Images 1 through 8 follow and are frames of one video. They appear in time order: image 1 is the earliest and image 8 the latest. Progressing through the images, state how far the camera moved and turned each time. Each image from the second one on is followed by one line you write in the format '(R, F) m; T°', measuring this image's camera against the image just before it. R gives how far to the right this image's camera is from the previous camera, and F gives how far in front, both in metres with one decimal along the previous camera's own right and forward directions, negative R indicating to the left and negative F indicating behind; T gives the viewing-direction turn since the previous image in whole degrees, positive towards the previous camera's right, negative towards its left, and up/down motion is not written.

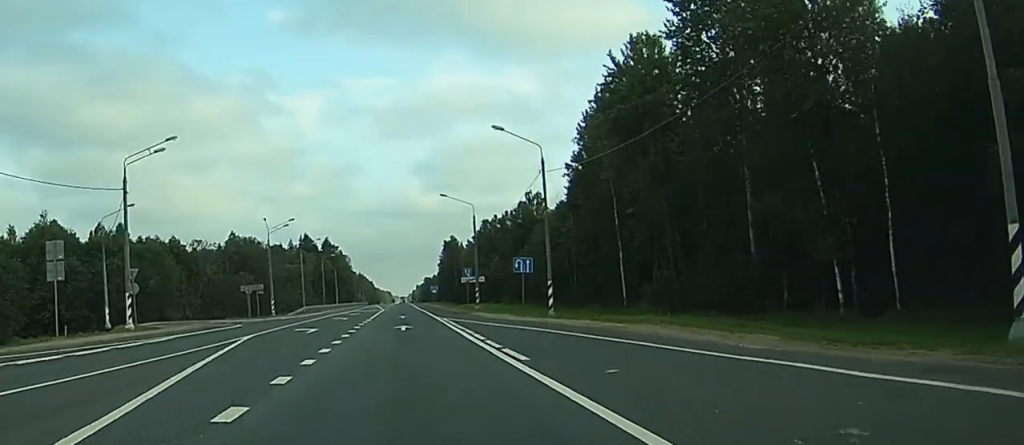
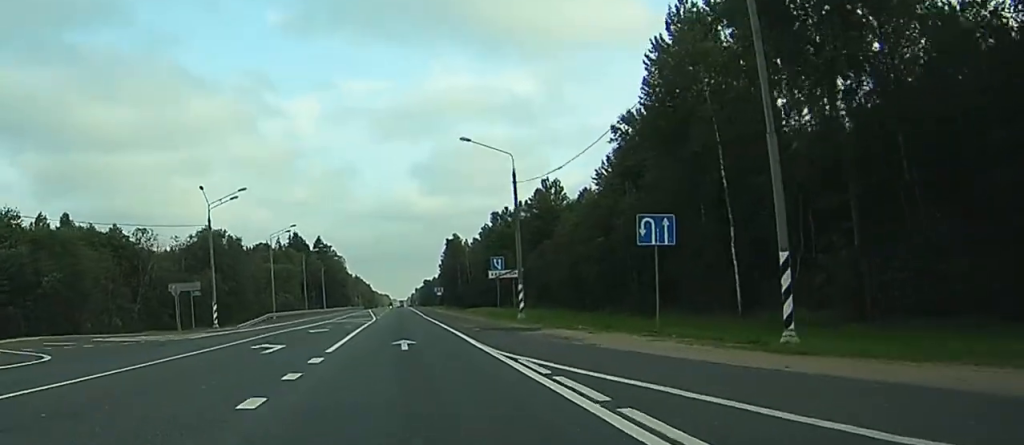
(-0.2, +29.9) m; 0°
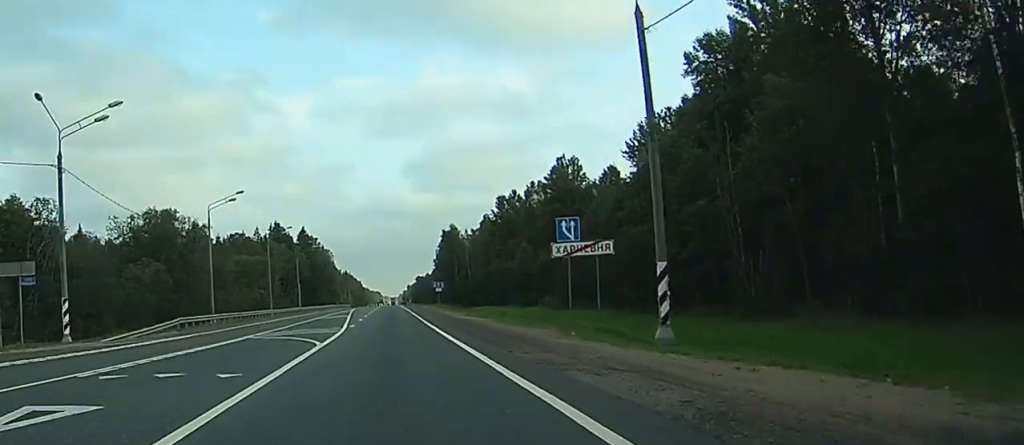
(+0.3, +29.6) m; +1°
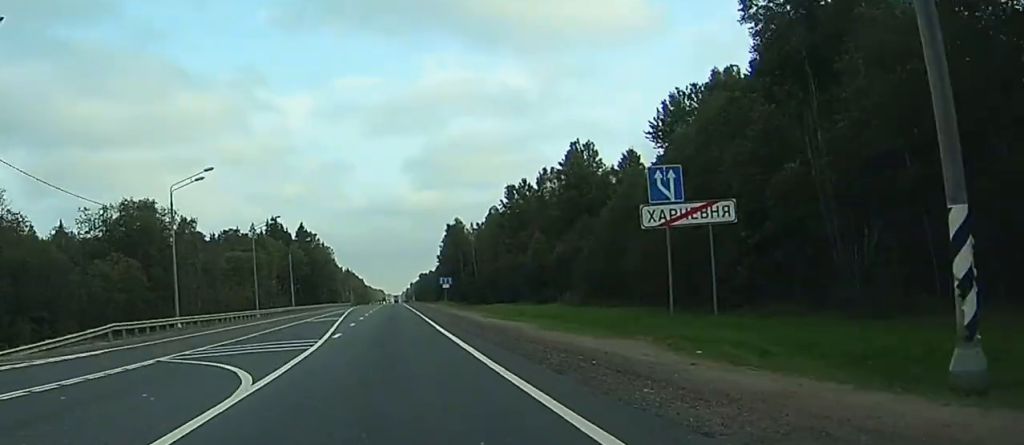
(+0.1, +12.8) m; 0°
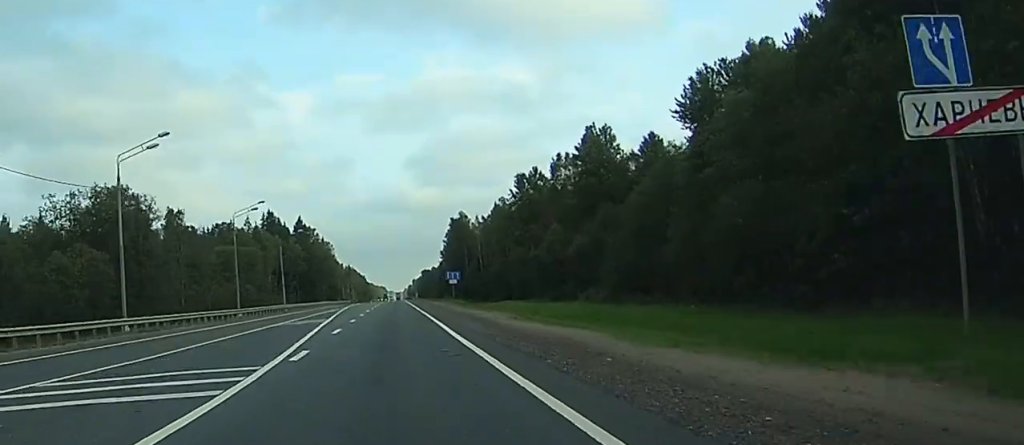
(0.0, +12.2) m; 0°
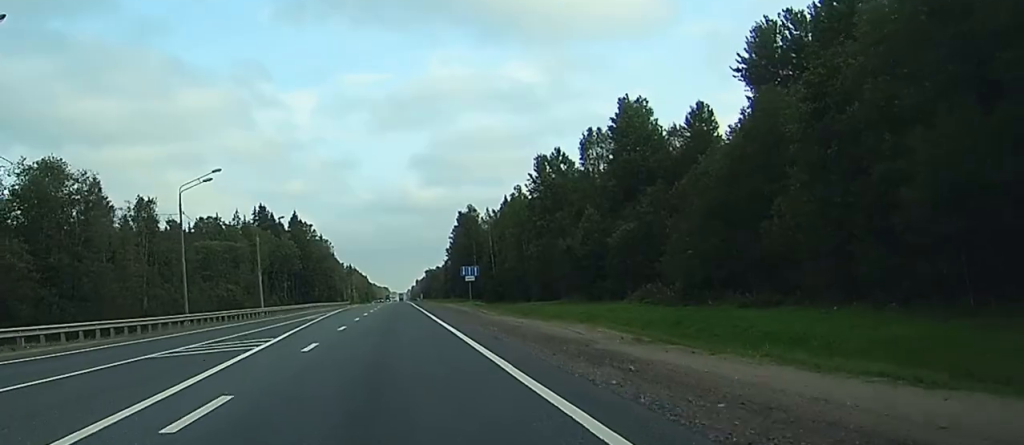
(0.0, +21.5) m; 0°
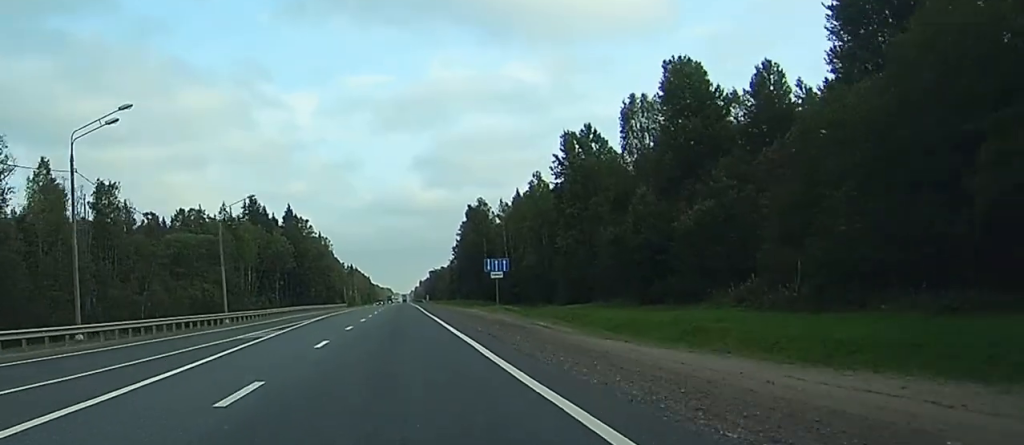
(-0.2, +21.6) m; -1°
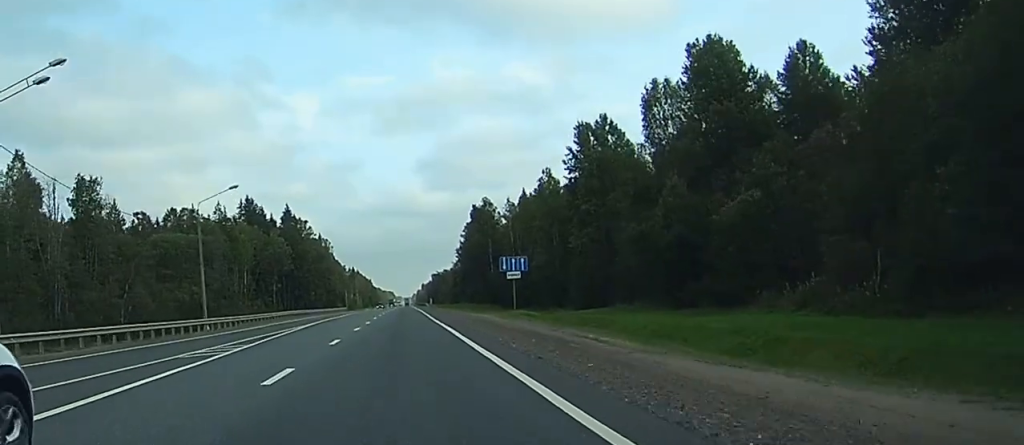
(0.0, +8.6) m; 0°
